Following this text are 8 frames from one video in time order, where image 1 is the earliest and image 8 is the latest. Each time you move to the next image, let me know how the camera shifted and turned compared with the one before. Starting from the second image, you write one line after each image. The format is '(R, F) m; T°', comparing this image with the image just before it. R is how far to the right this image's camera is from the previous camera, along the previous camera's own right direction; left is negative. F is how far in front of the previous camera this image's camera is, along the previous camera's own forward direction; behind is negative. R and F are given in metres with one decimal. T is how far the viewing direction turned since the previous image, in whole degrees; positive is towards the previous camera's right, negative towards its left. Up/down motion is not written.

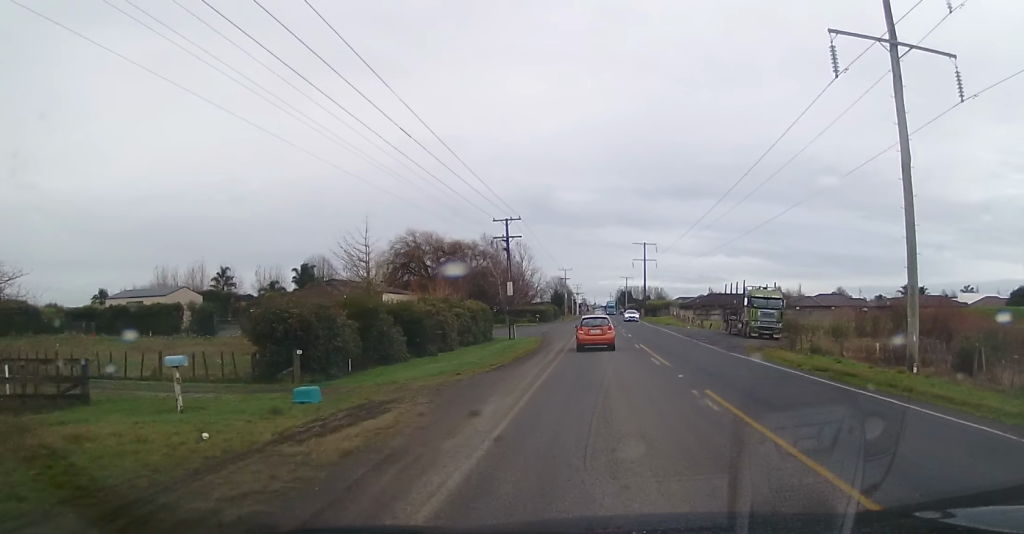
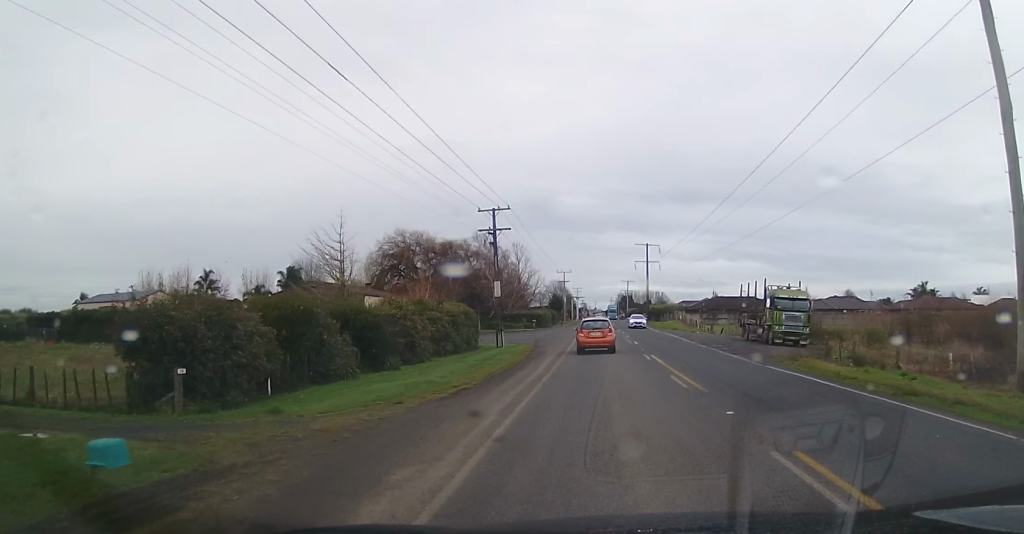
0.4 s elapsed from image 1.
(-0.1, +6.2) m; 0°
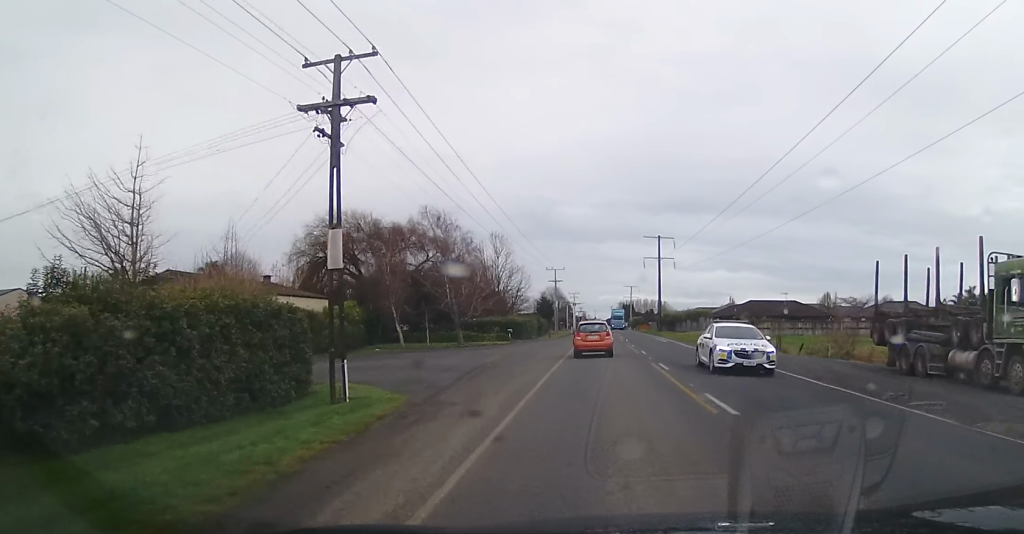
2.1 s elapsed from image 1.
(+0.3, +26.8) m; -1°
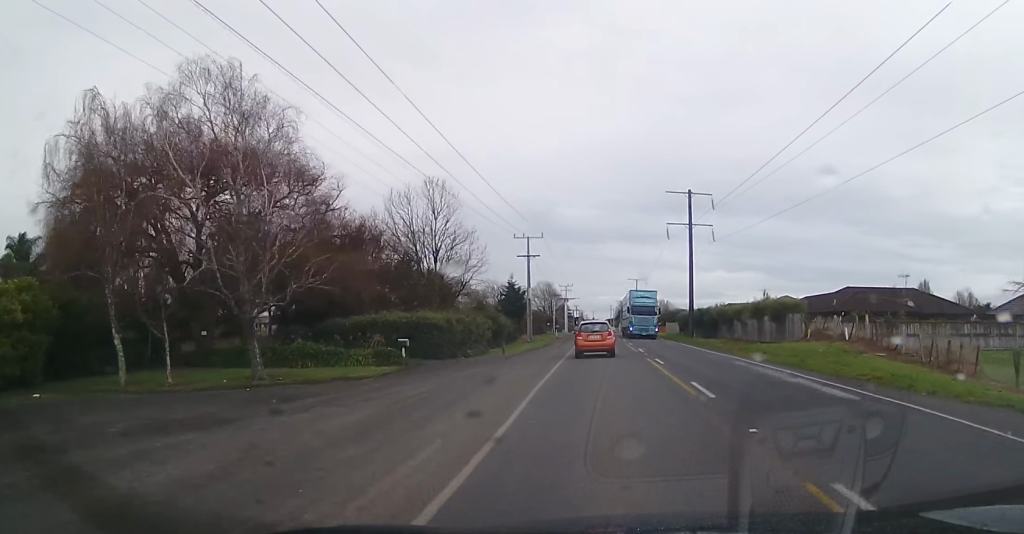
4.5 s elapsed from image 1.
(-0.5, +44.9) m; -1°
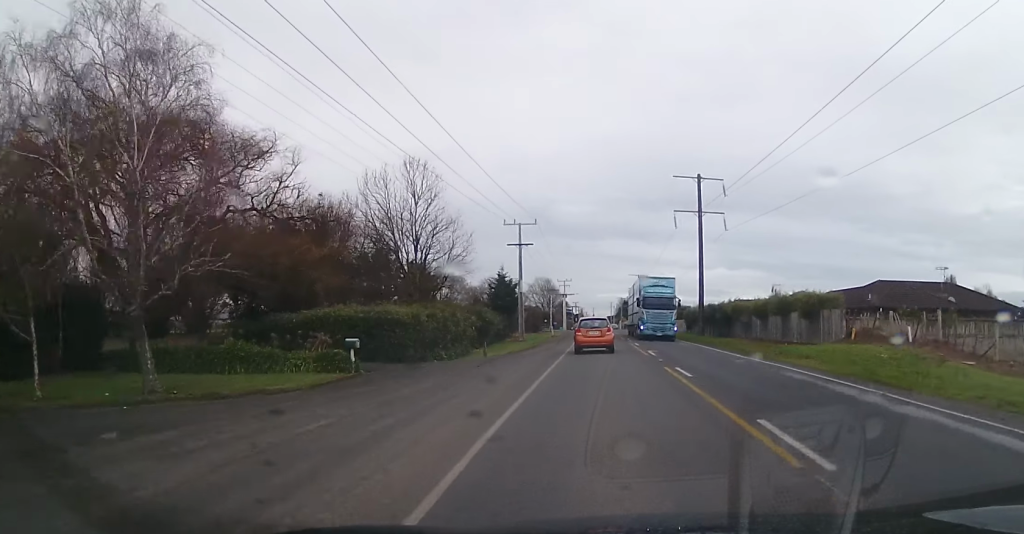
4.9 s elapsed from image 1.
(+0.1, +9.0) m; 0°
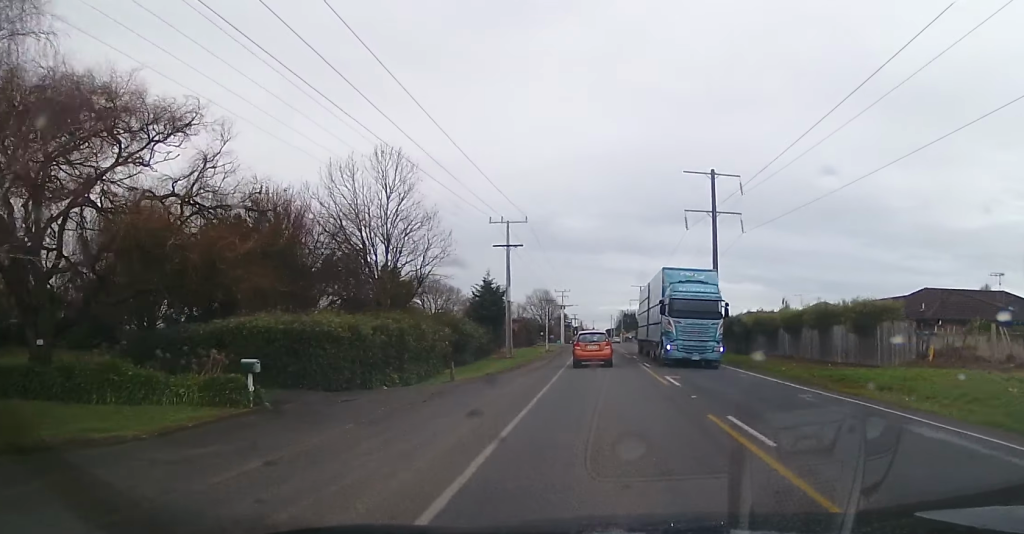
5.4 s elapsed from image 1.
(+0.1, +10.1) m; 0°
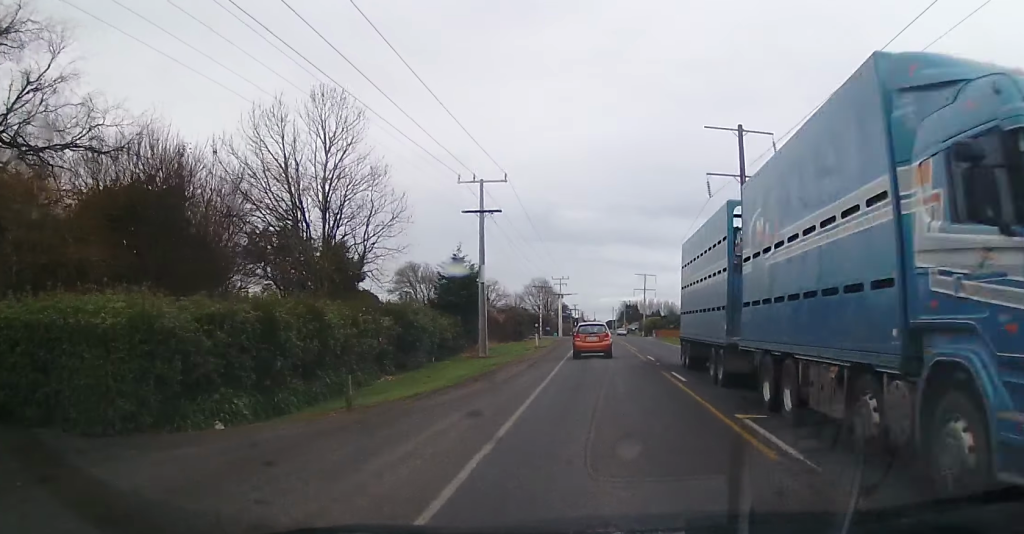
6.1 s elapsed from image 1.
(-0.2, +13.5) m; 0°
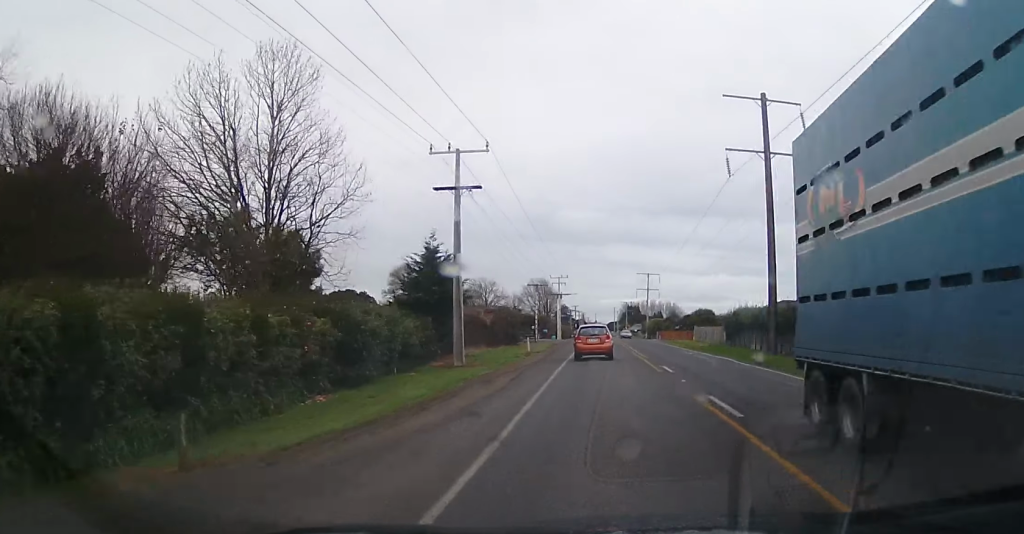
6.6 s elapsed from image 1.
(+0.1, +6.9) m; 0°
